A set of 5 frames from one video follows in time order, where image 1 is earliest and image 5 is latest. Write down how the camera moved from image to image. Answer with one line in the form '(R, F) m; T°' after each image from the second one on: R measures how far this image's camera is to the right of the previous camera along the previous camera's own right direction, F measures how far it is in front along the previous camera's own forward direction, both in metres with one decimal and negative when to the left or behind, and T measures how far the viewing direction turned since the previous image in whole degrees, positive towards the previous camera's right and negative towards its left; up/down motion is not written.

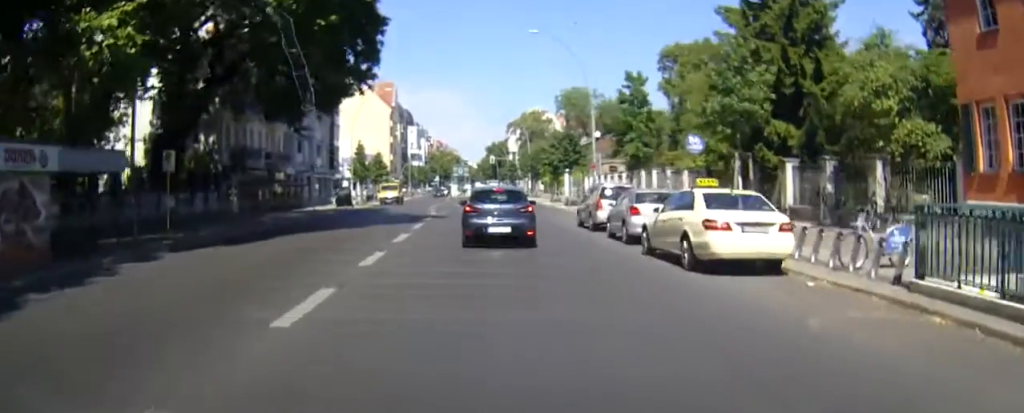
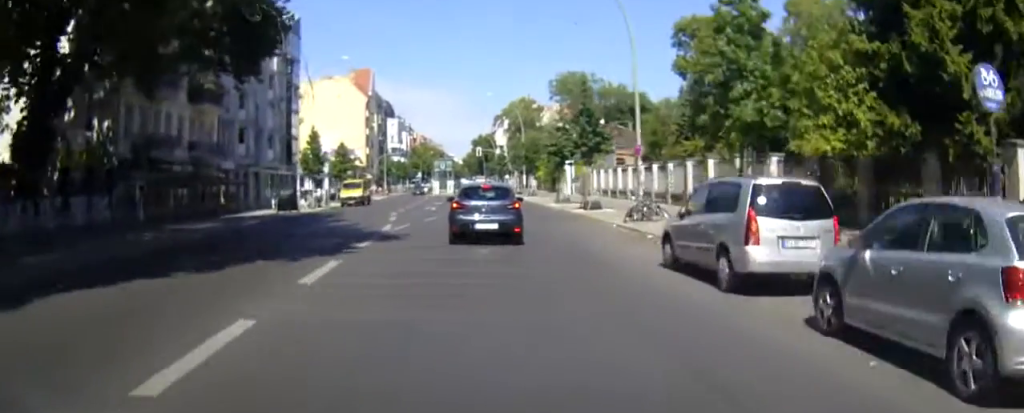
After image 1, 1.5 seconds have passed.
(-0.2, +14.8) m; -2°
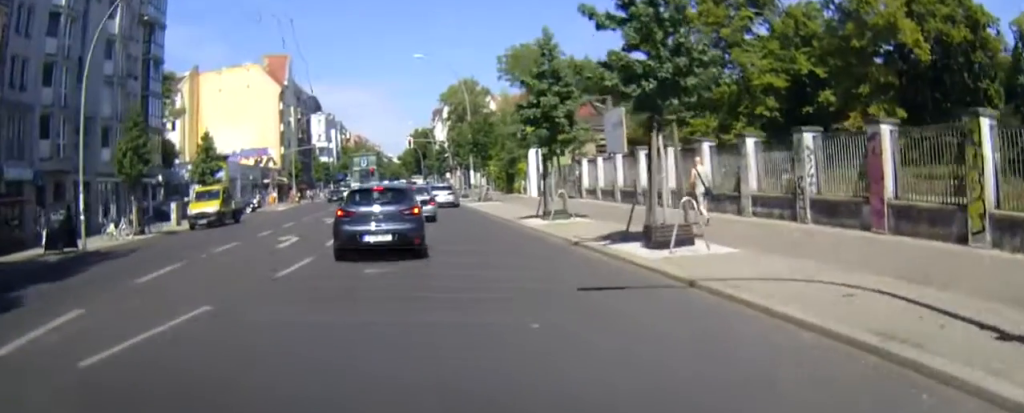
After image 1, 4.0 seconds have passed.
(-0.2, +21.9) m; -1°
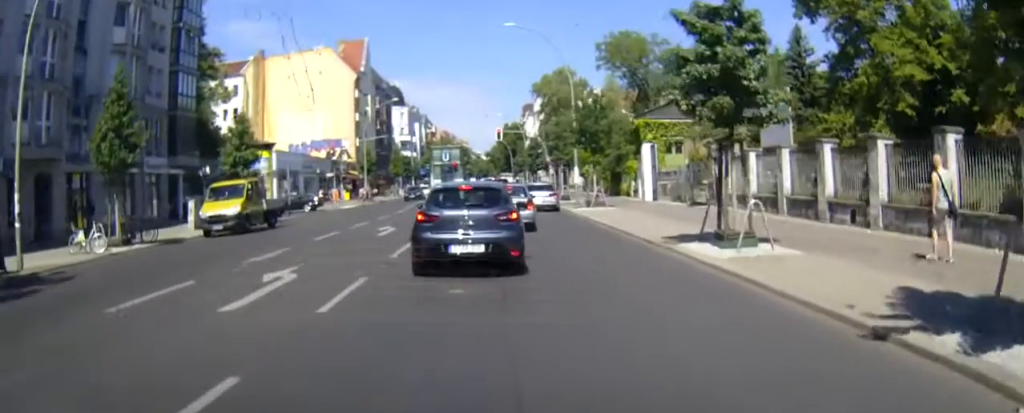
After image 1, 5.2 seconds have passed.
(0.0, +9.2) m; +1°
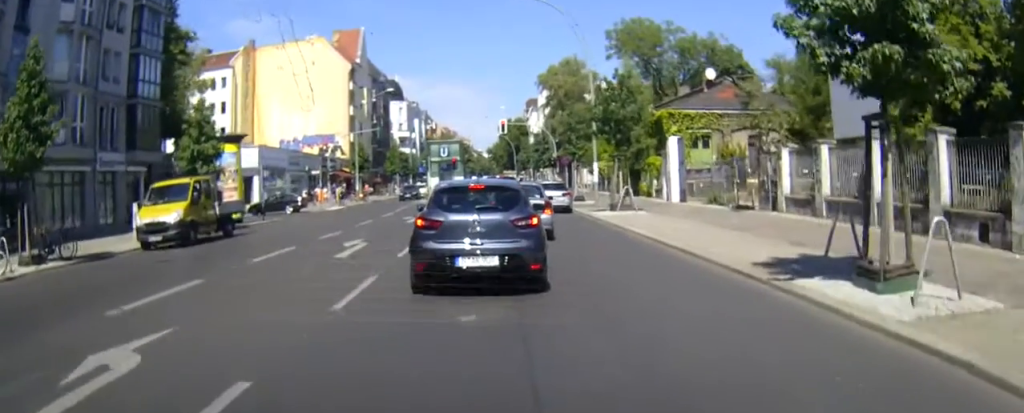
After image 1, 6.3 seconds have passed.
(0.0, +5.8) m; +1°
